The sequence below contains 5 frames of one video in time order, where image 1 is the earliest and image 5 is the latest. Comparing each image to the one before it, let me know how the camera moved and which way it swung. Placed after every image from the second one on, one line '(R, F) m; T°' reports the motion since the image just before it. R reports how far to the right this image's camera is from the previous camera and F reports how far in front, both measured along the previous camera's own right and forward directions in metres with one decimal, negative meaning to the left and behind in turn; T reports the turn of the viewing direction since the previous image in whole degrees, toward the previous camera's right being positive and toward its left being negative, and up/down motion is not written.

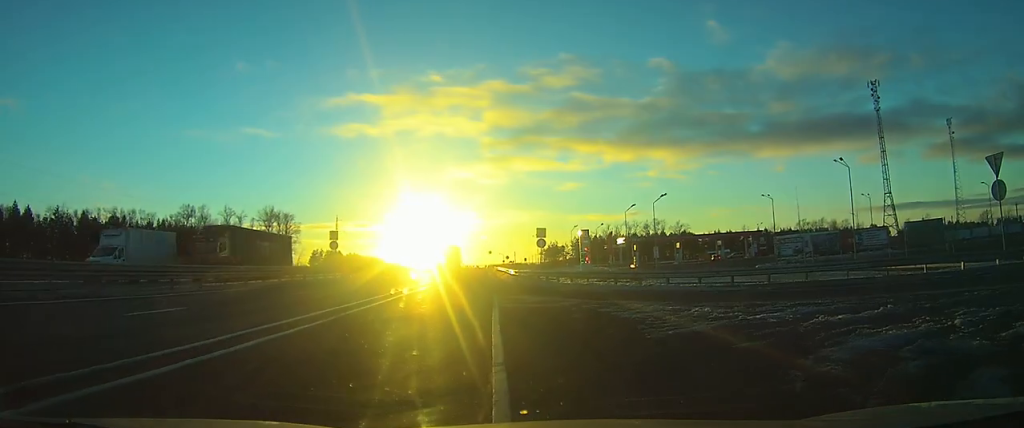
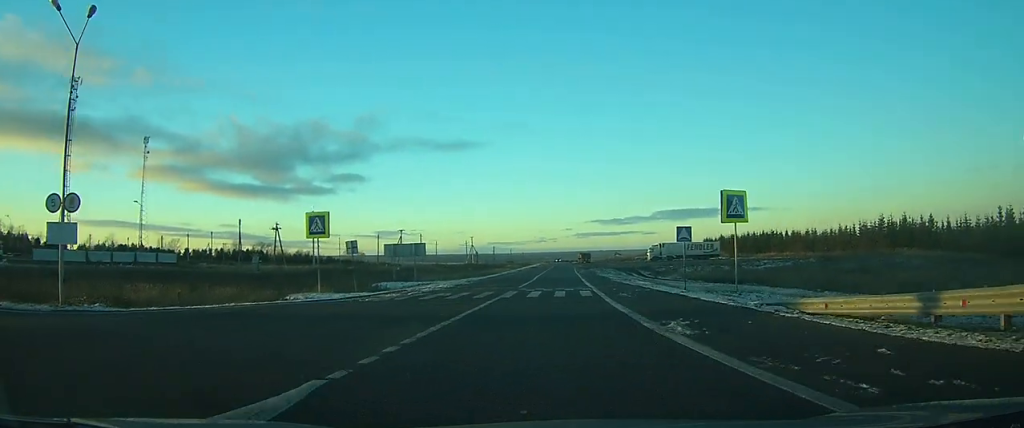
(+11.7, +6.3) m; +79°
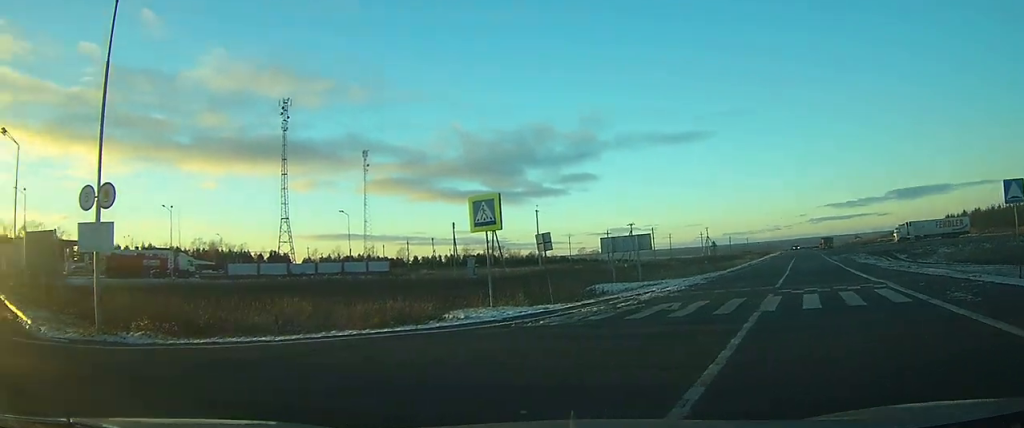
(-0.5, +7.1) m; -29°
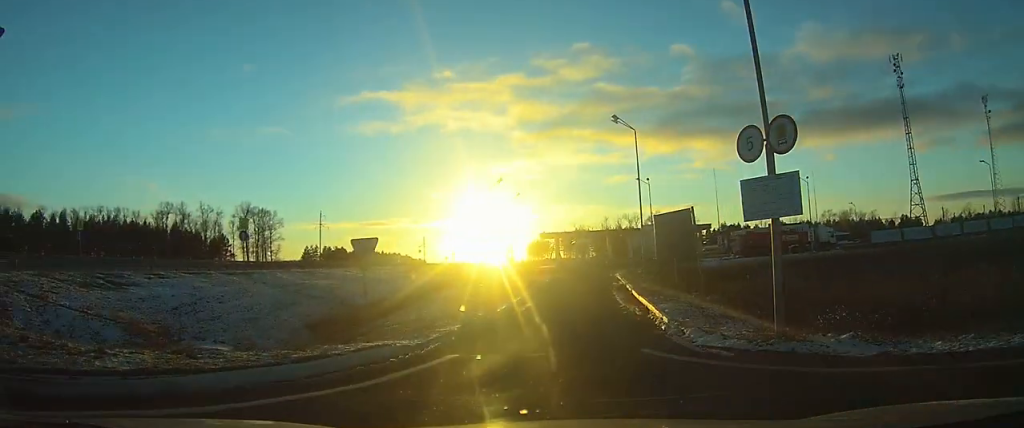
(-2.8, +5.3) m; -47°
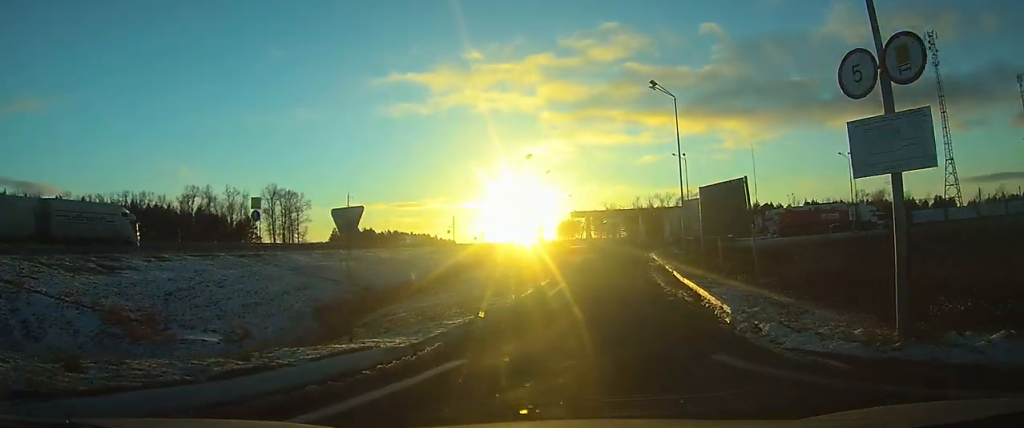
(-0.5, +3.2) m; -6°
